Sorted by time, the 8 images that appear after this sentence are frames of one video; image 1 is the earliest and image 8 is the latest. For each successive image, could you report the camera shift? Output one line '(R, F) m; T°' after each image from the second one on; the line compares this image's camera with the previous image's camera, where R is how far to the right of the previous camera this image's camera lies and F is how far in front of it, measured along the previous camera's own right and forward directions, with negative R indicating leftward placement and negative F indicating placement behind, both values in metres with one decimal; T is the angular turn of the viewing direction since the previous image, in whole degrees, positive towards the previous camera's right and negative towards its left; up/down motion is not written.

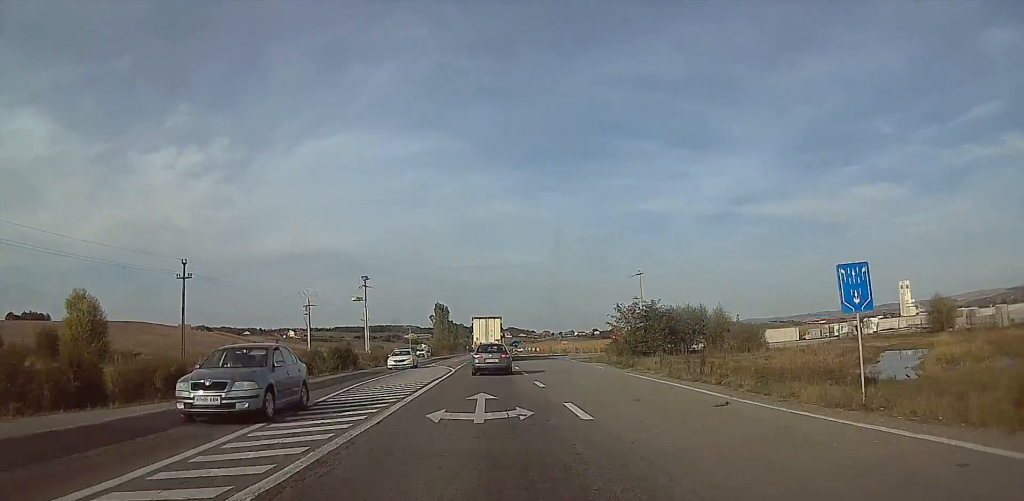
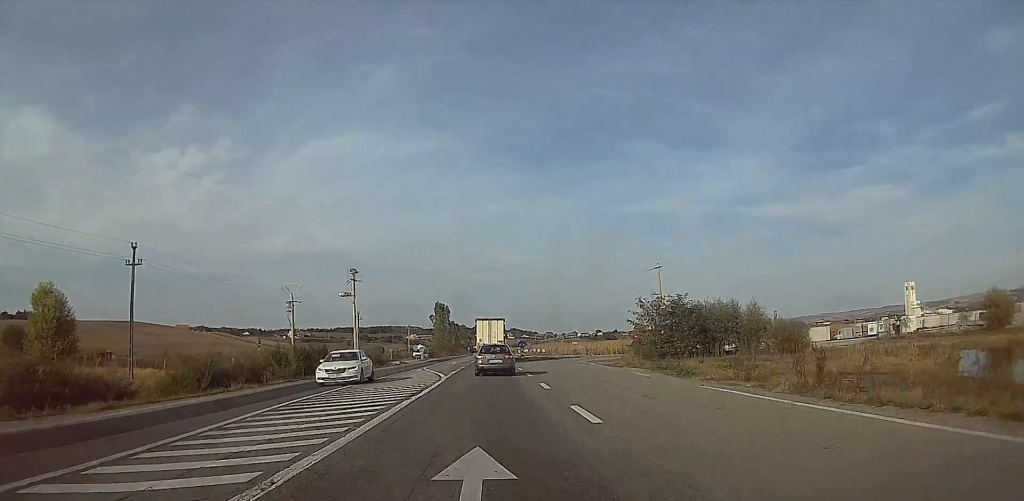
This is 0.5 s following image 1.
(-0.5, +9.9) m; -2°
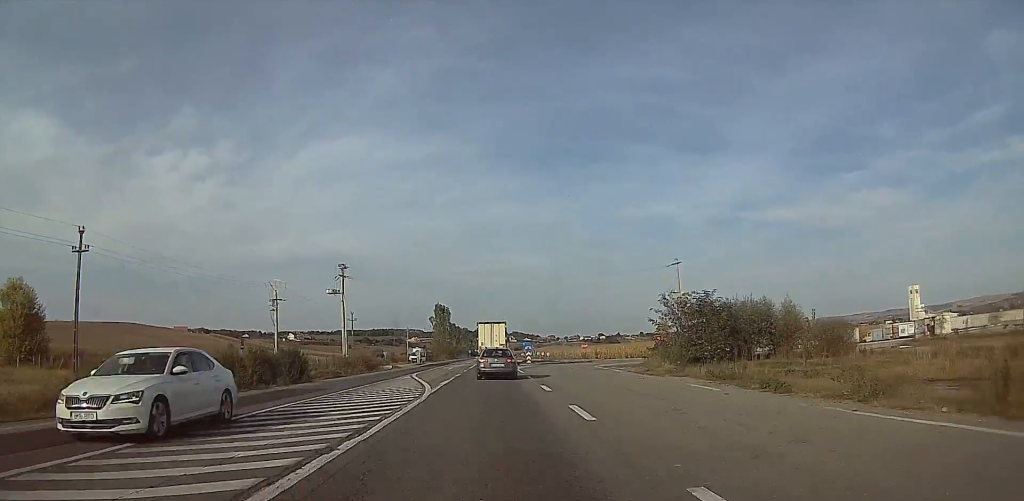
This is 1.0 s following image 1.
(-0.1, +8.1) m; 0°
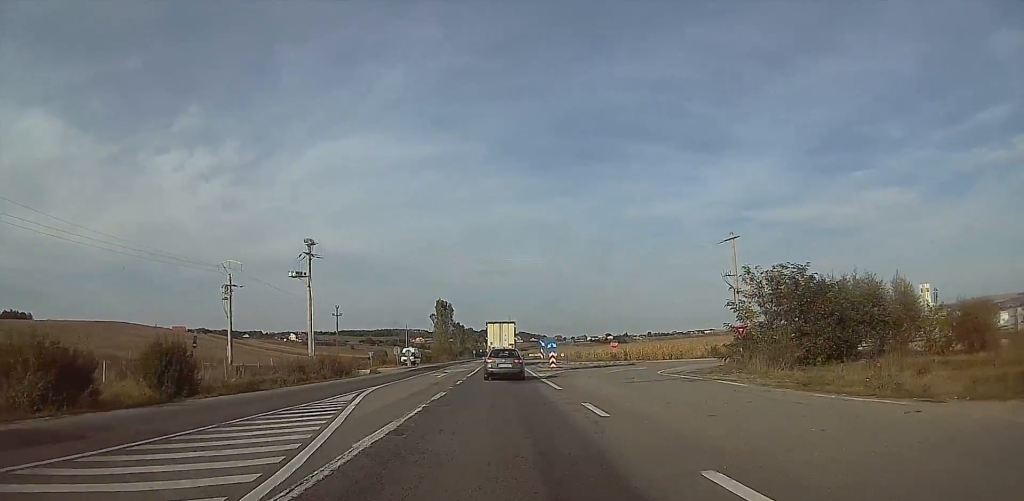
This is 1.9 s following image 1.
(0.0, +17.6) m; +1°
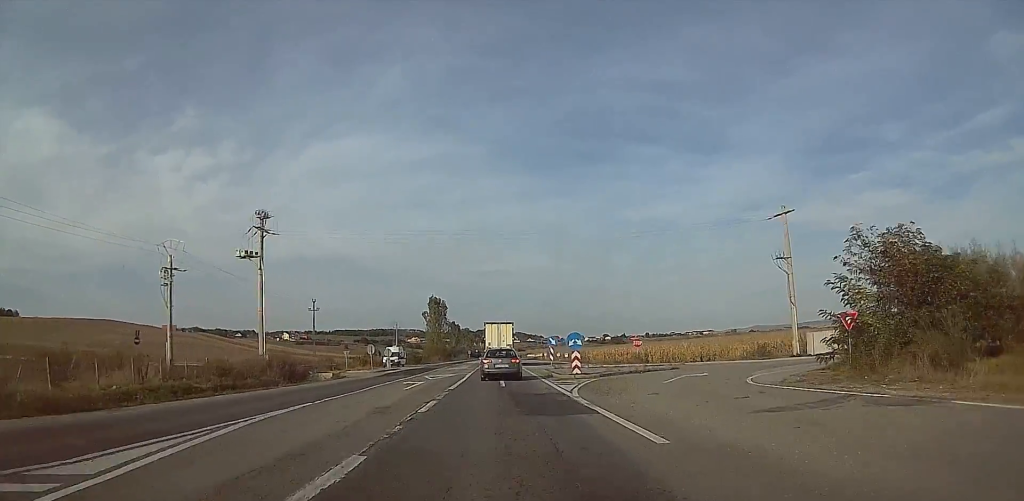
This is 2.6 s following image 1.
(+0.1, +12.9) m; 0°
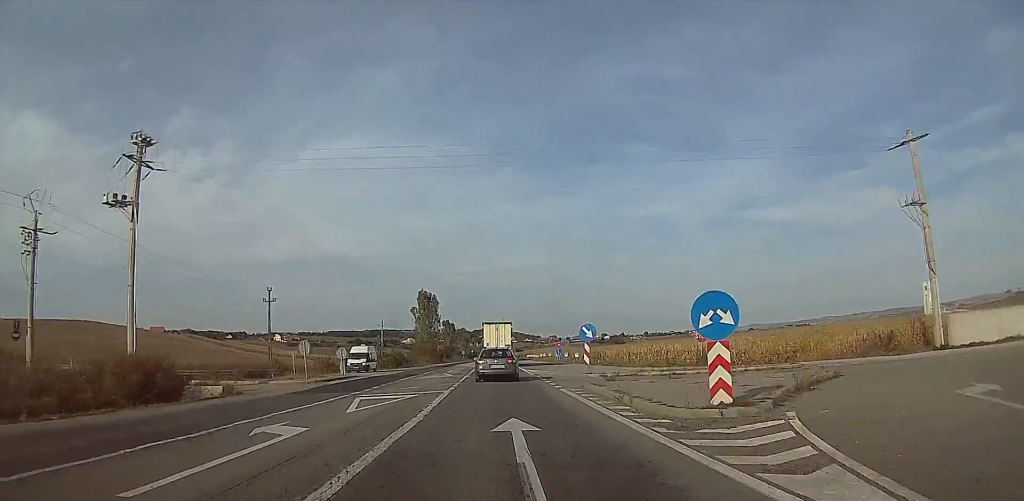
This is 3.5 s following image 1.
(0.0, +18.4) m; +1°
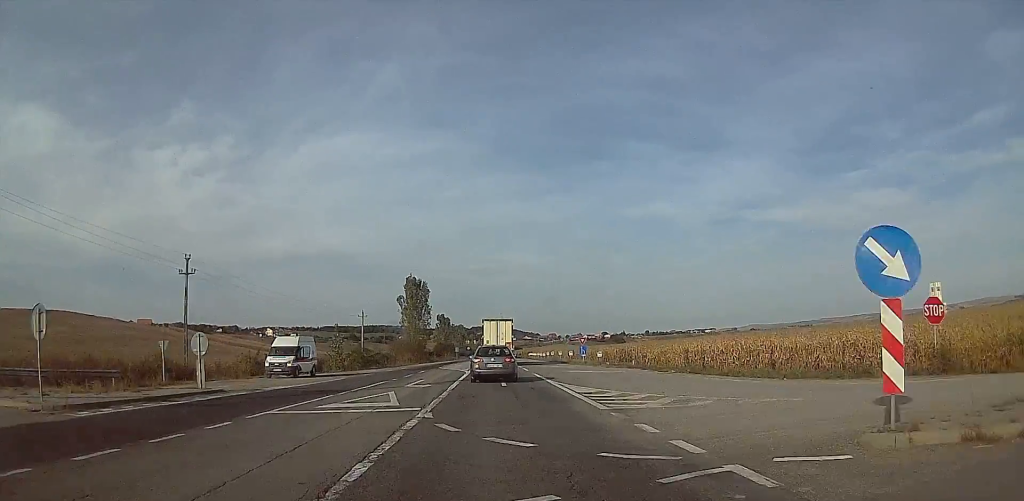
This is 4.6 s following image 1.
(+0.4, +22.1) m; +1°
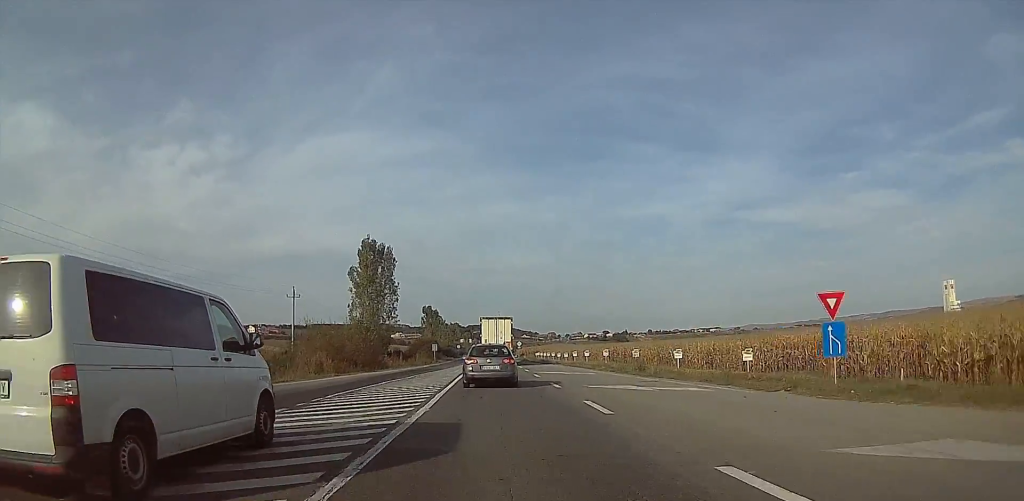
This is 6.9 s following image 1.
(-0.9, +46.5) m; -2°
